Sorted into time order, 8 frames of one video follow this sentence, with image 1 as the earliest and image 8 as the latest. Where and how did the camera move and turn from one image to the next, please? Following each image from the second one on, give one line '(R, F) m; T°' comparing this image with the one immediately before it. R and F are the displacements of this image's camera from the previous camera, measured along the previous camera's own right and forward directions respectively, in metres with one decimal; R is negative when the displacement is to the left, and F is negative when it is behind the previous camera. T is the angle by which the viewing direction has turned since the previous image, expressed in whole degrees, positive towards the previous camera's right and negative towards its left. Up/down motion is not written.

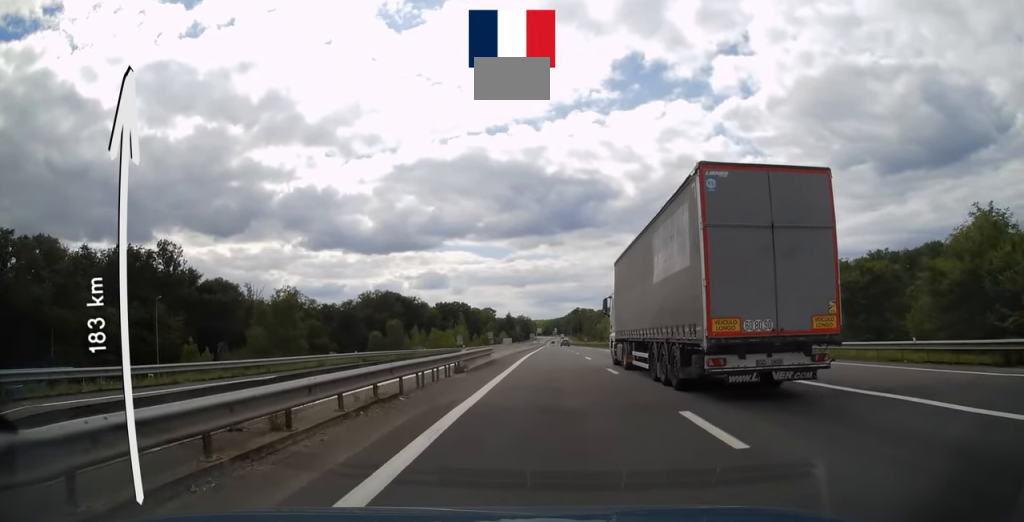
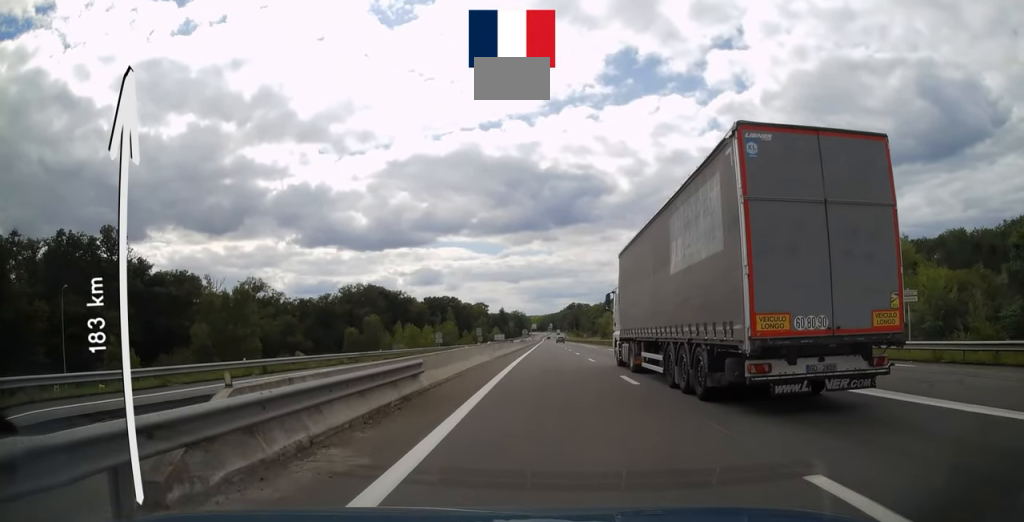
(+0.3, +17.8) m; +1°
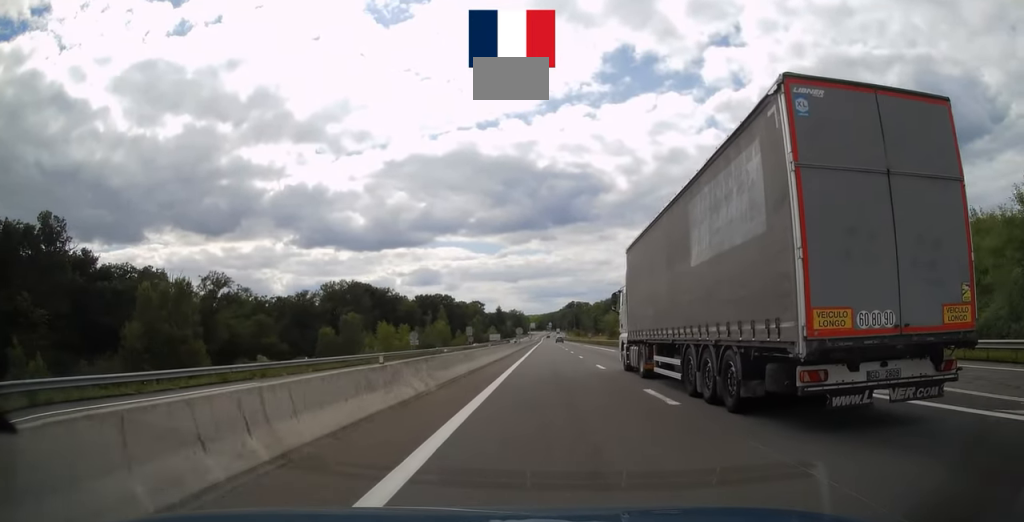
(-0.3, +17.4) m; 0°
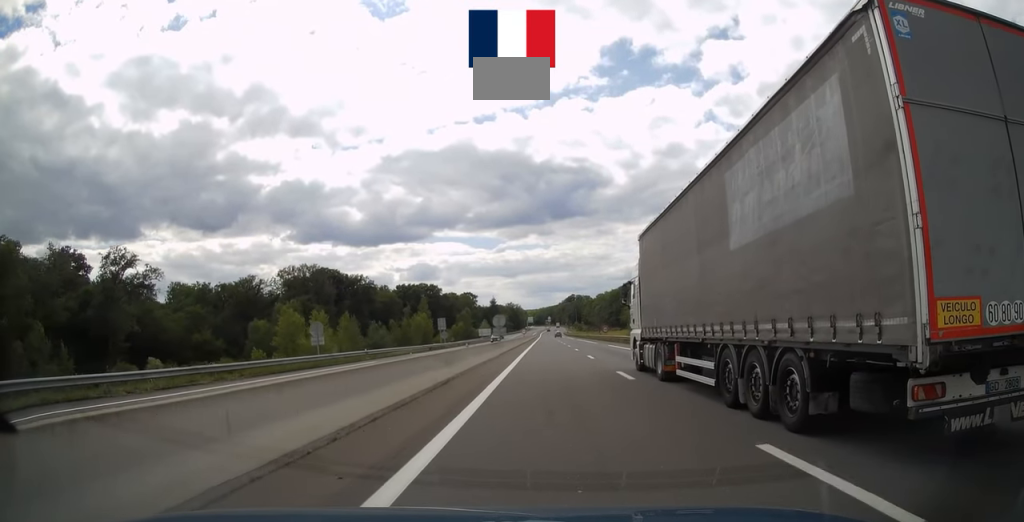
(+0.2, +33.1) m; 0°
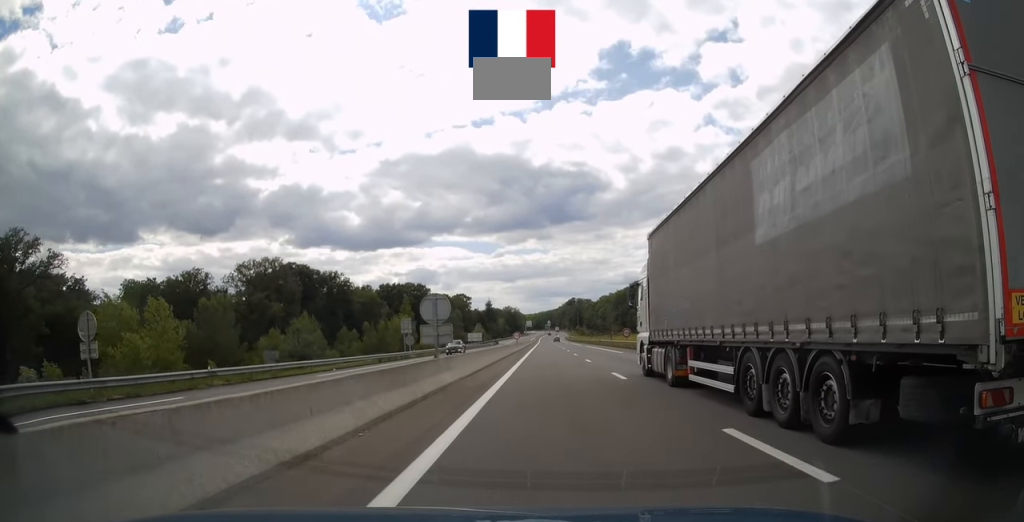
(+0.1, +24.2) m; +1°
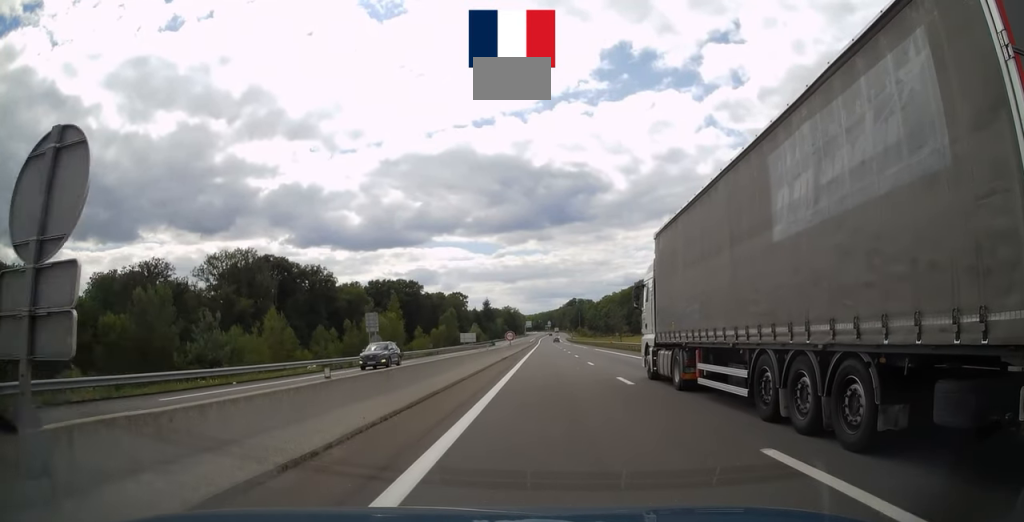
(+0.1, +14.2) m; 0°
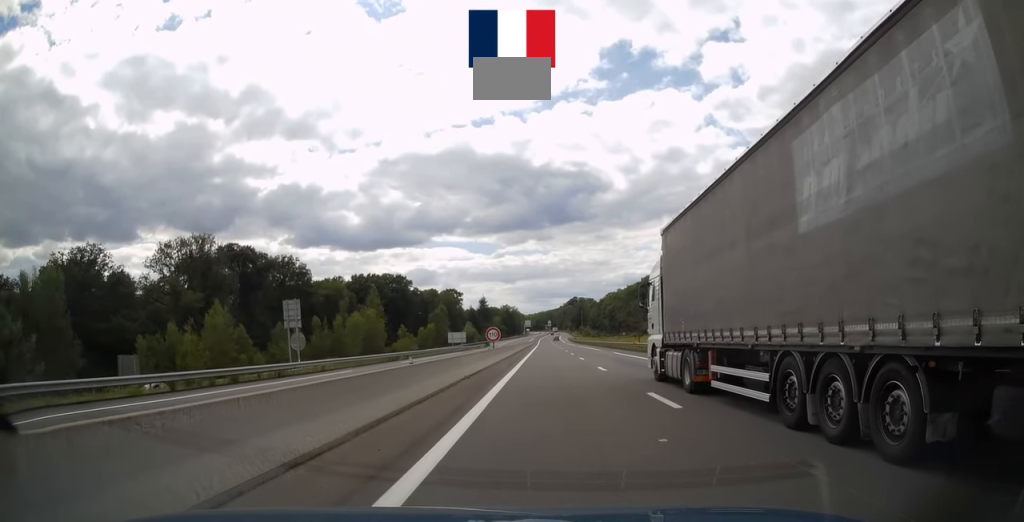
(0.0, +18.3) m; -1°
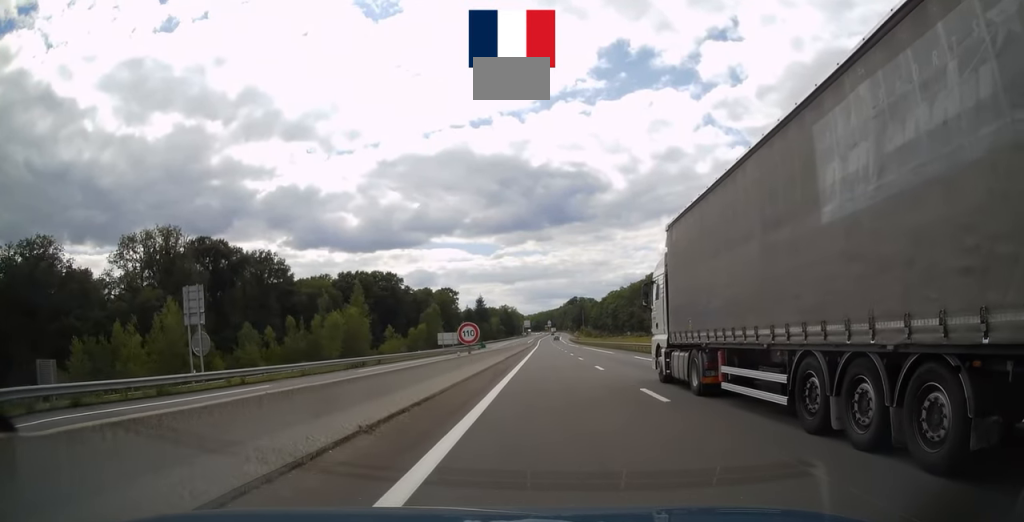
(-0.2, +11.6) m; 0°
